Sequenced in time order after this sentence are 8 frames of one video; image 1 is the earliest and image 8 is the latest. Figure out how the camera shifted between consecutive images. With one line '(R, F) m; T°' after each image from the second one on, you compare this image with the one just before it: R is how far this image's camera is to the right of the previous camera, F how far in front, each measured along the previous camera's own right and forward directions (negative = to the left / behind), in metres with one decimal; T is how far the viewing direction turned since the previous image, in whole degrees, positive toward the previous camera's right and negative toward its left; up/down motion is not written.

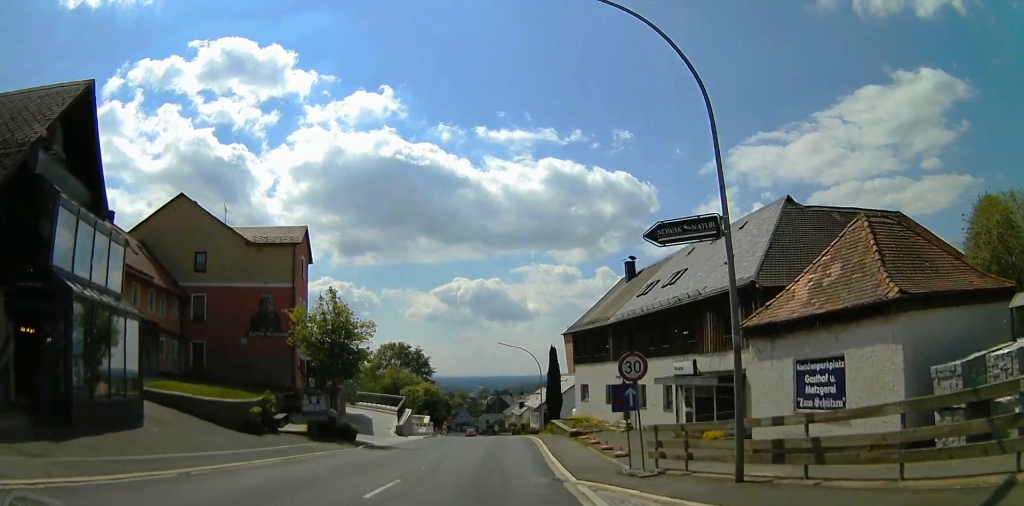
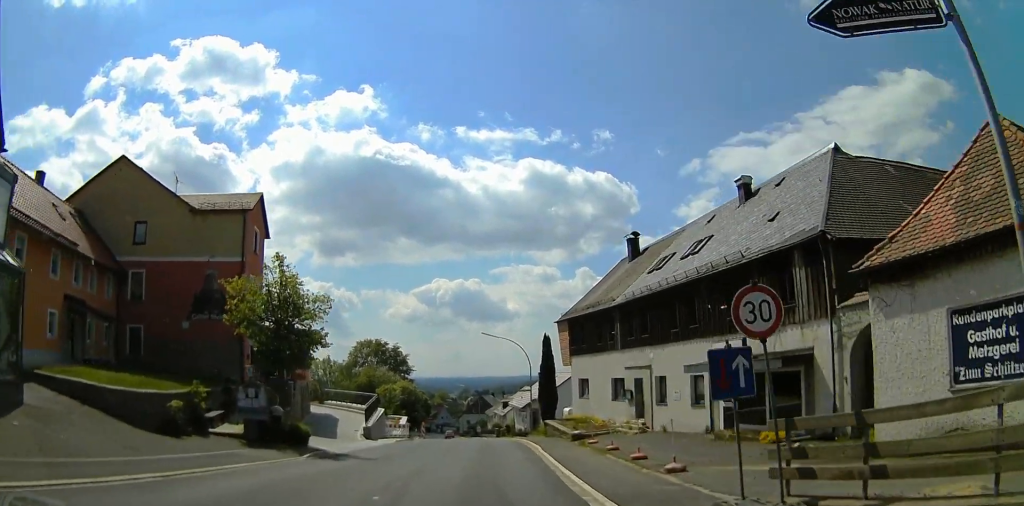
(+0.1, +5.5) m; +1°
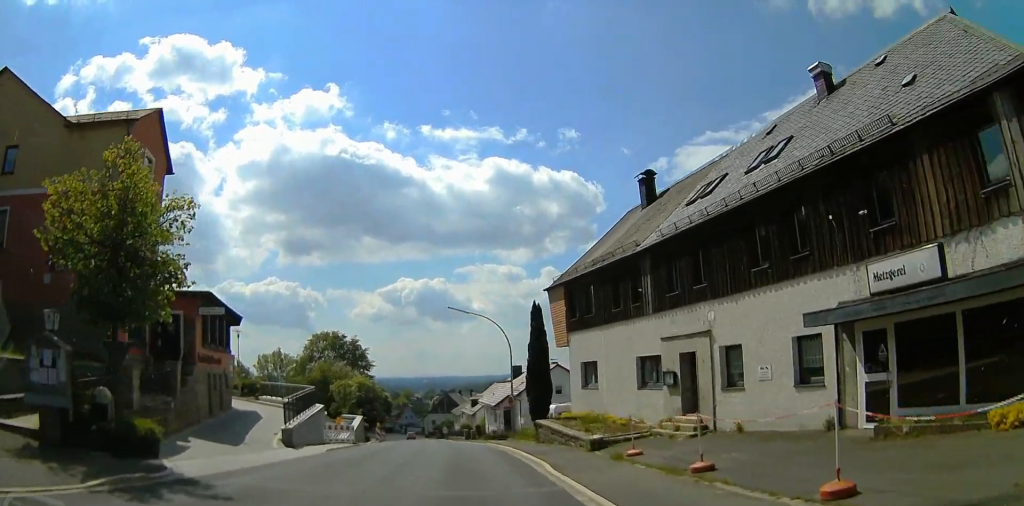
(+0.1, +8.6) m; 0°
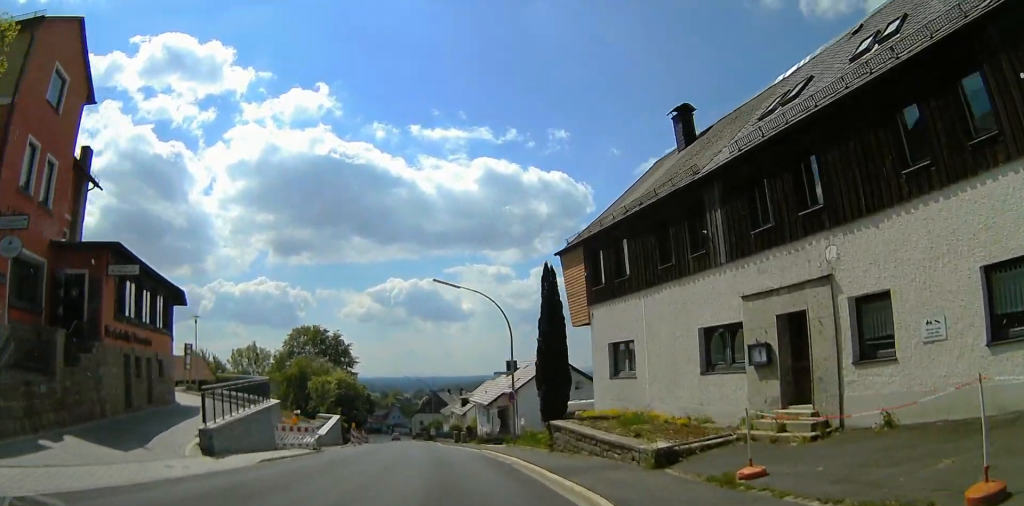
(0.0, +5.9) m; 0°
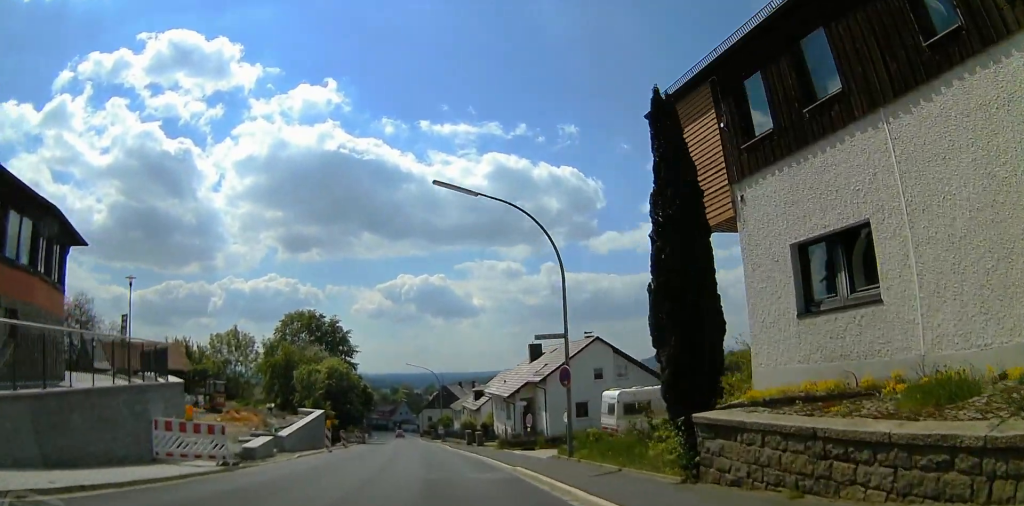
(+0.1, +10.8) m; -1°
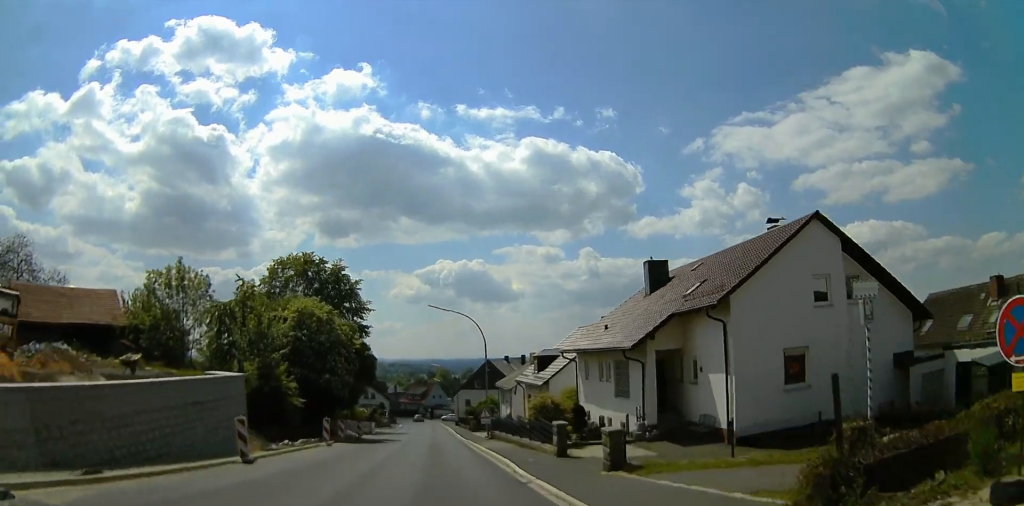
(-0.9, +26.1) m; -2°
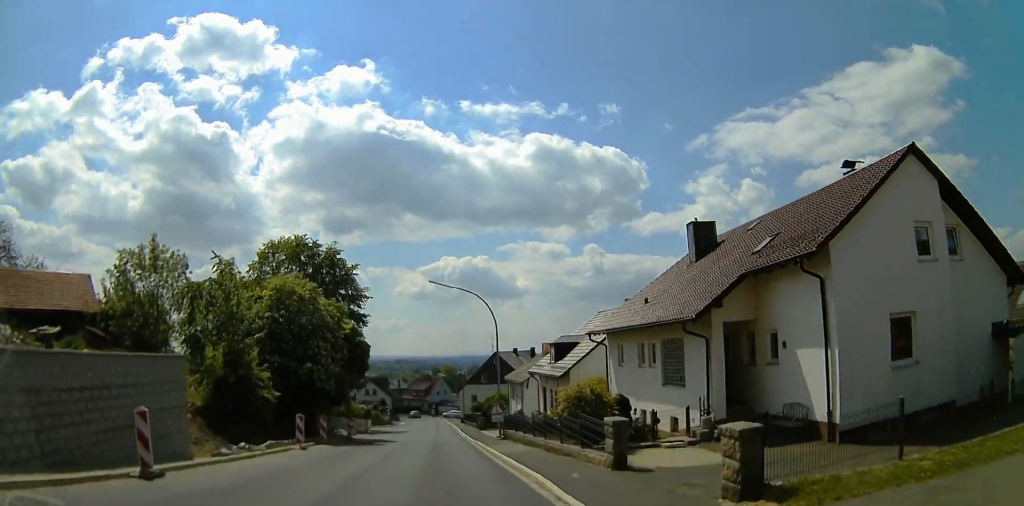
(0.0, +5.2) m; +1°
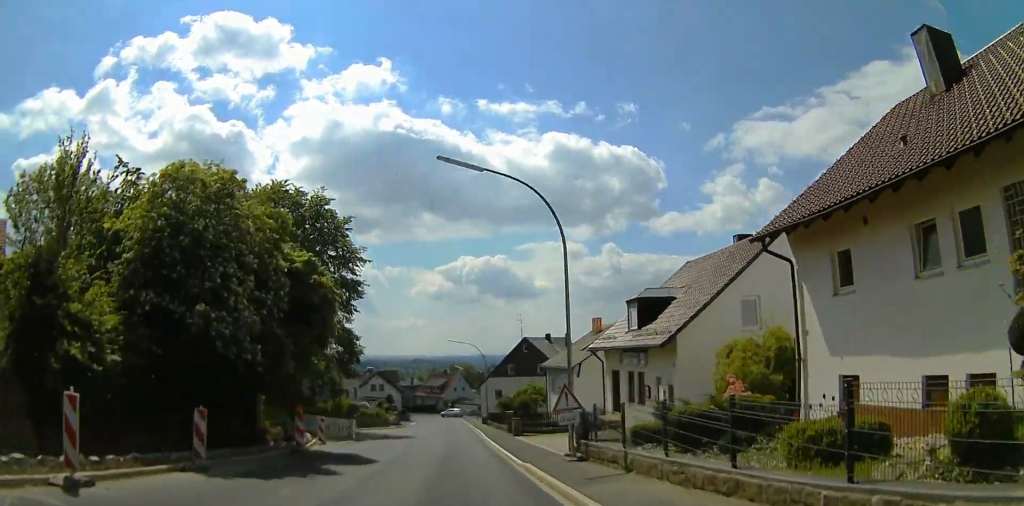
(+0.2, +13.6) m; -1°
